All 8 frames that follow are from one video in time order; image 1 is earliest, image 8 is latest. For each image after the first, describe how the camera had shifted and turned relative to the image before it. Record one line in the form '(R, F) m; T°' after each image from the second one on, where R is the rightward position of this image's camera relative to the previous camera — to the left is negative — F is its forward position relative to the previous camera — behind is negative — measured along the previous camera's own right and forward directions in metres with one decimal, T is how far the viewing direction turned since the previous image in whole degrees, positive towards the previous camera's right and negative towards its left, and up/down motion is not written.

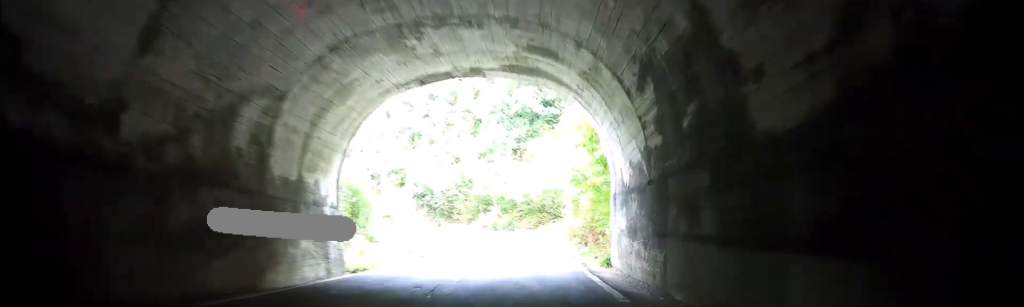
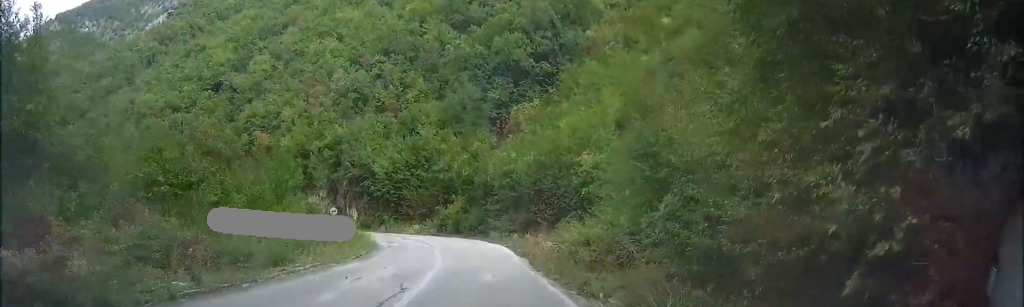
(+11.3, +28.3) m; +55°
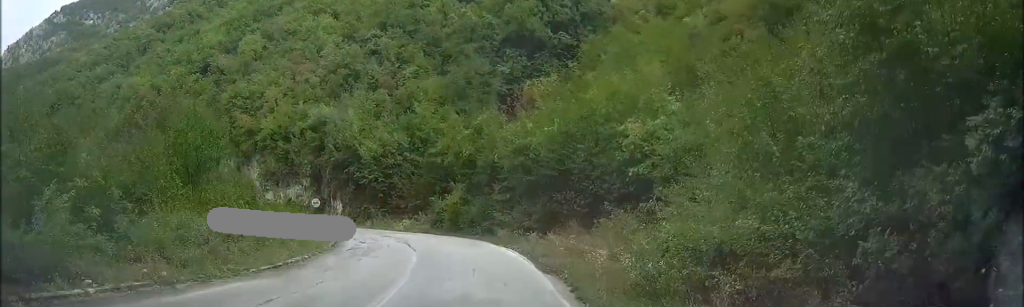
(+1.4, +12.4) m; -1°
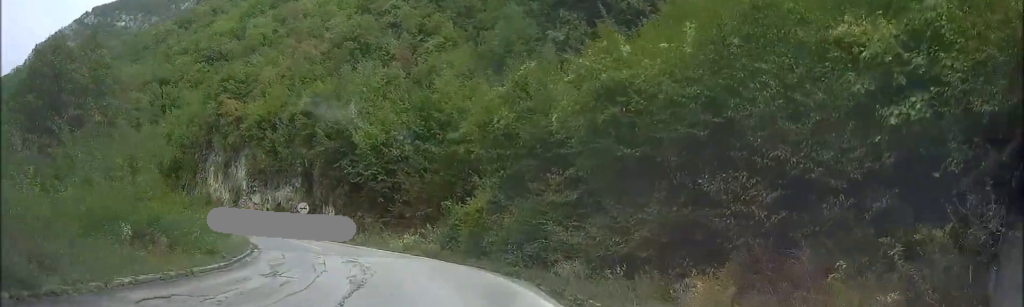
(-2.8, +18.3) m; -14°
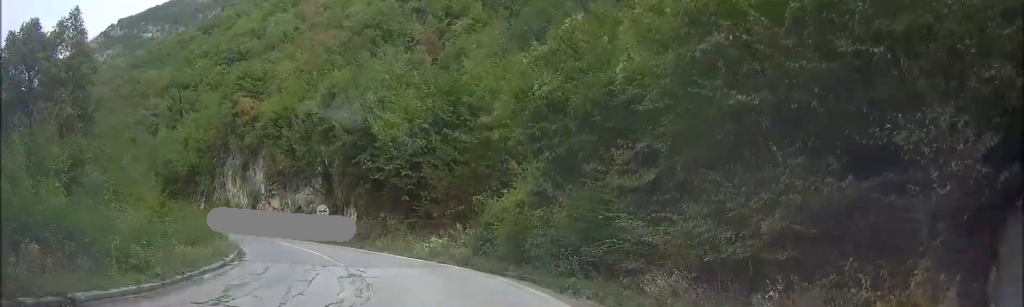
(+0.1, +6.0) m; -4°
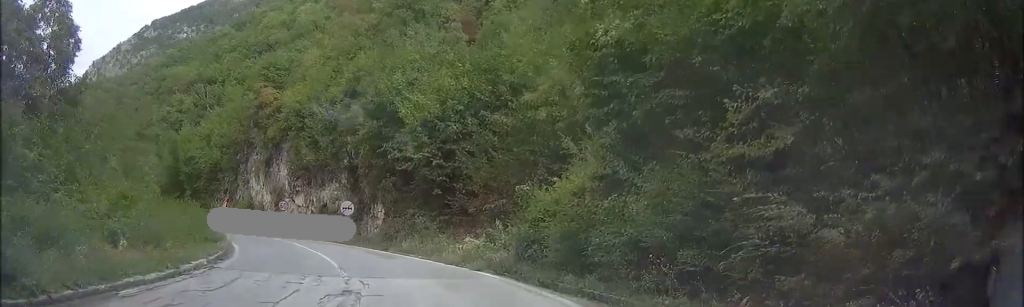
(+0.5, +5.5) m; -4°
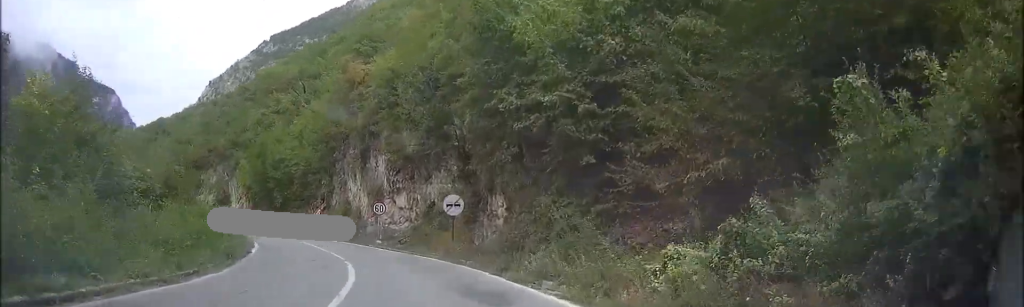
(-2.8, +14.3) m; -20°
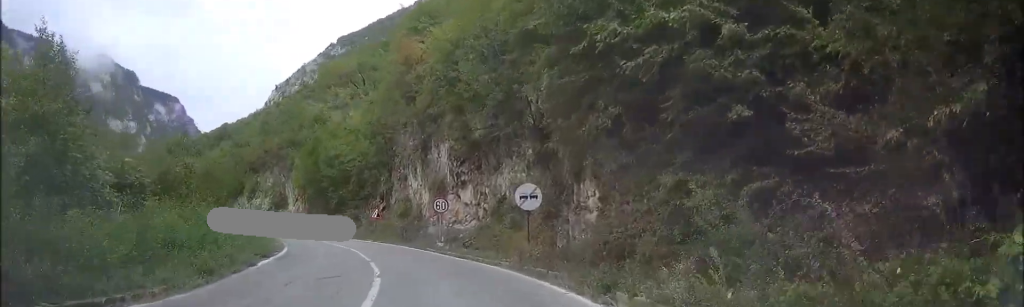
(-0.9, +6.7) m; -7°
